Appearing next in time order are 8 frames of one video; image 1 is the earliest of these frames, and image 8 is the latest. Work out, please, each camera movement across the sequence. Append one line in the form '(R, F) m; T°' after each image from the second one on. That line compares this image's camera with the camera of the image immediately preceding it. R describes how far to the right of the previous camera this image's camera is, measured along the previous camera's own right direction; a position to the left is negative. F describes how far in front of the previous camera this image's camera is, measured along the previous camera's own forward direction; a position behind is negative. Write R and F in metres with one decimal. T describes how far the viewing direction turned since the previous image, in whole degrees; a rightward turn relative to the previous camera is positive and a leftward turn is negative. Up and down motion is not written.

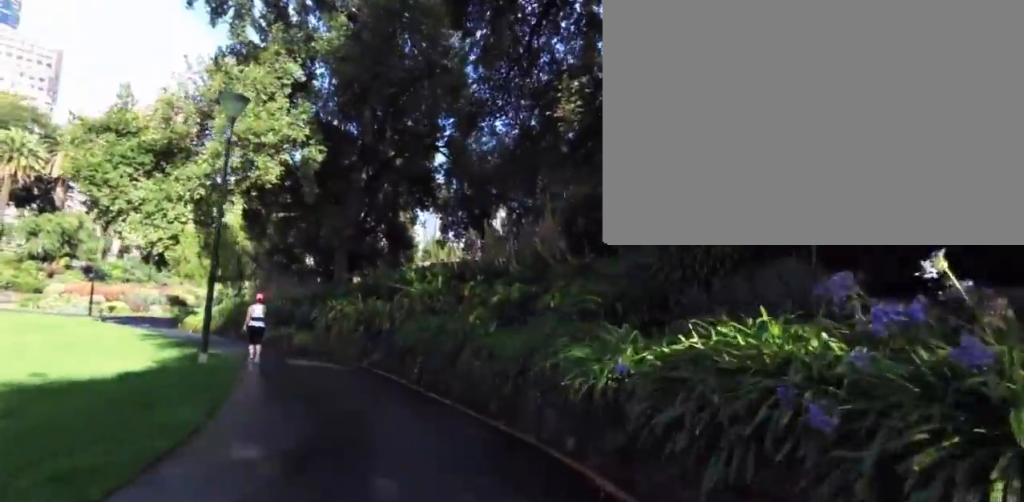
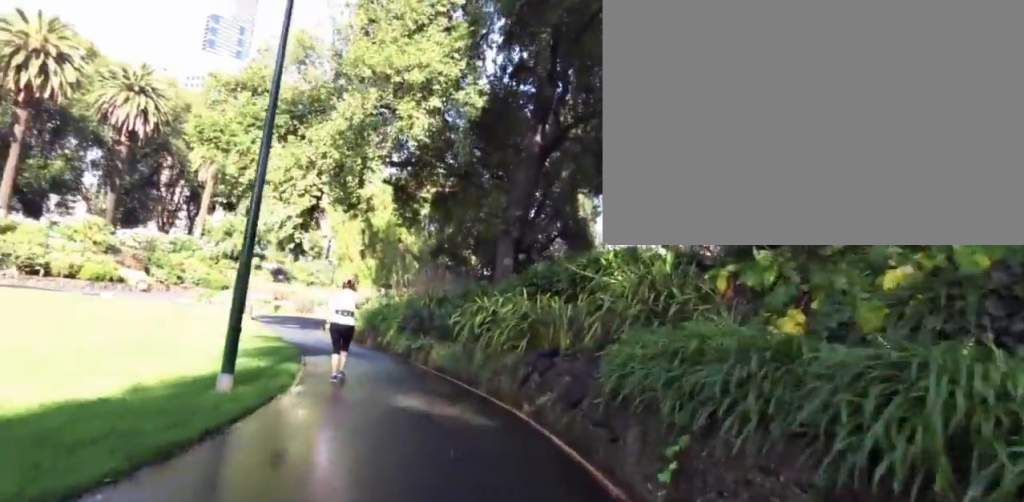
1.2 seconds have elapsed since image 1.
(-3.1, +7.3) m; -24°
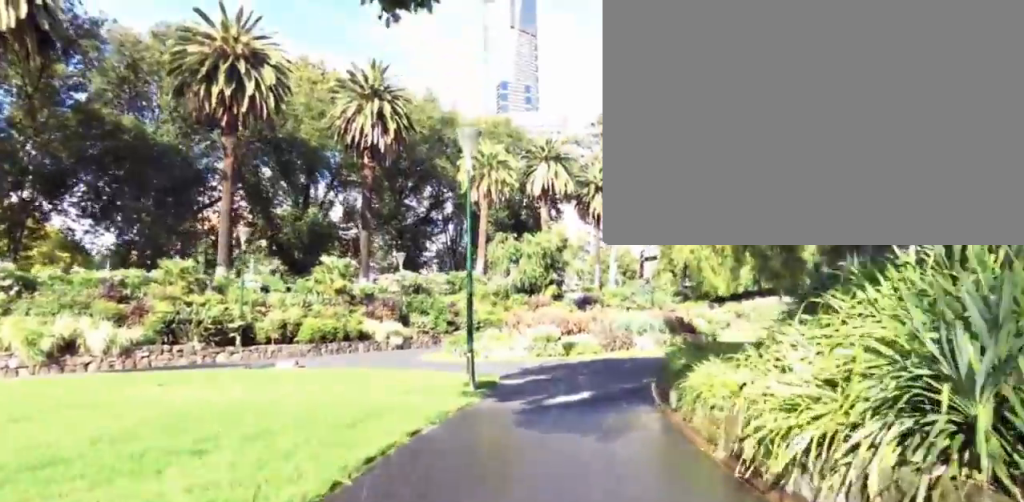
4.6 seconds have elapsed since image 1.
(-2.5, +23.6) m; -14°
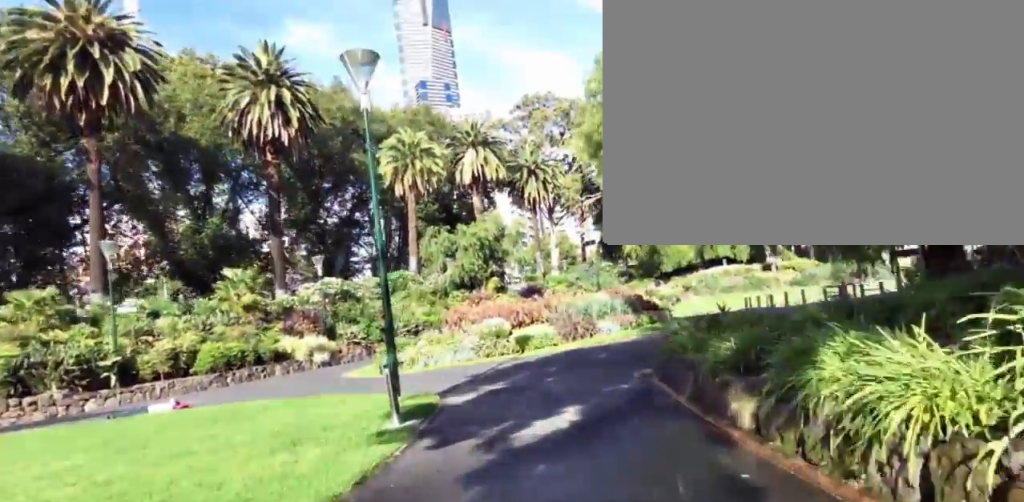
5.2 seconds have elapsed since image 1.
(0.0, +4.0) m; +4°
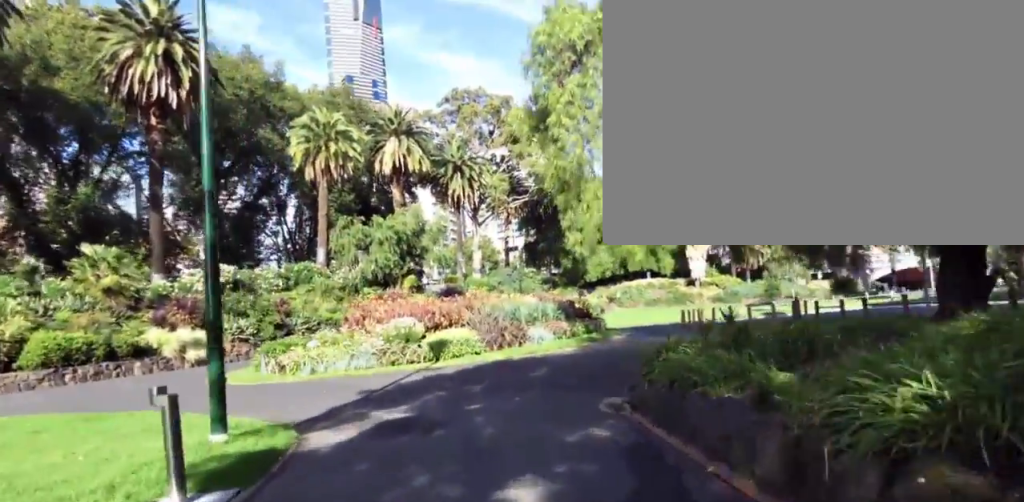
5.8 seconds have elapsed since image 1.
(+0.5, +3.3) m; +7°
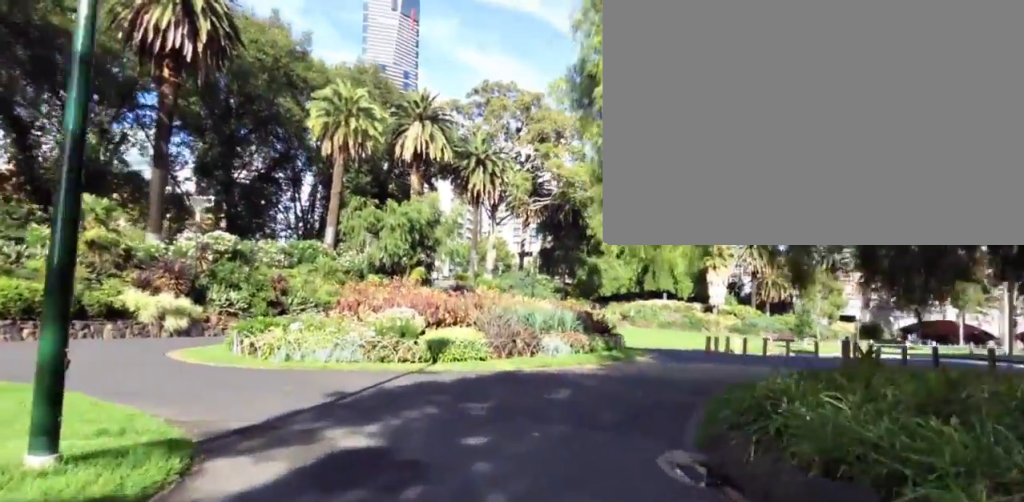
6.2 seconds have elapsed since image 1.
(+0.1, +2.4) m; -2°
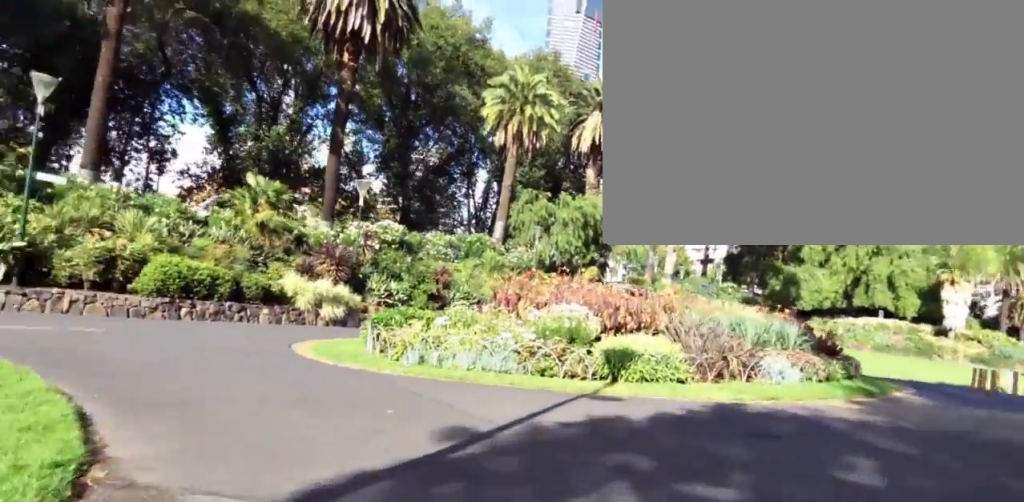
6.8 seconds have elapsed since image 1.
(+0.3, +3.9) m; -9°
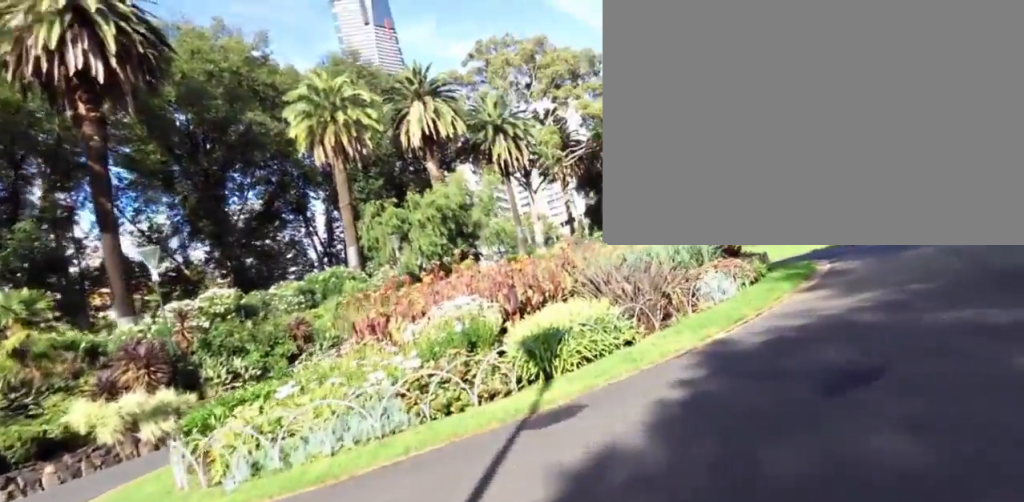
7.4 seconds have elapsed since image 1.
(-0.7, +3.4) m; +6°
